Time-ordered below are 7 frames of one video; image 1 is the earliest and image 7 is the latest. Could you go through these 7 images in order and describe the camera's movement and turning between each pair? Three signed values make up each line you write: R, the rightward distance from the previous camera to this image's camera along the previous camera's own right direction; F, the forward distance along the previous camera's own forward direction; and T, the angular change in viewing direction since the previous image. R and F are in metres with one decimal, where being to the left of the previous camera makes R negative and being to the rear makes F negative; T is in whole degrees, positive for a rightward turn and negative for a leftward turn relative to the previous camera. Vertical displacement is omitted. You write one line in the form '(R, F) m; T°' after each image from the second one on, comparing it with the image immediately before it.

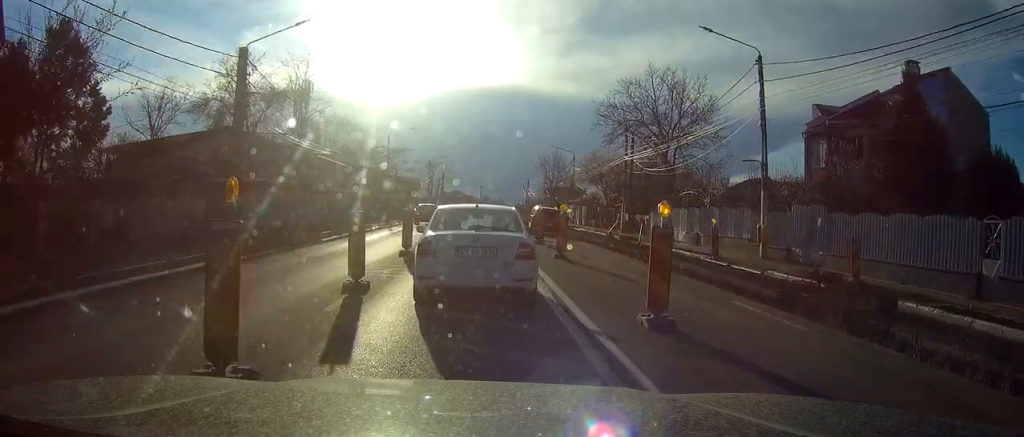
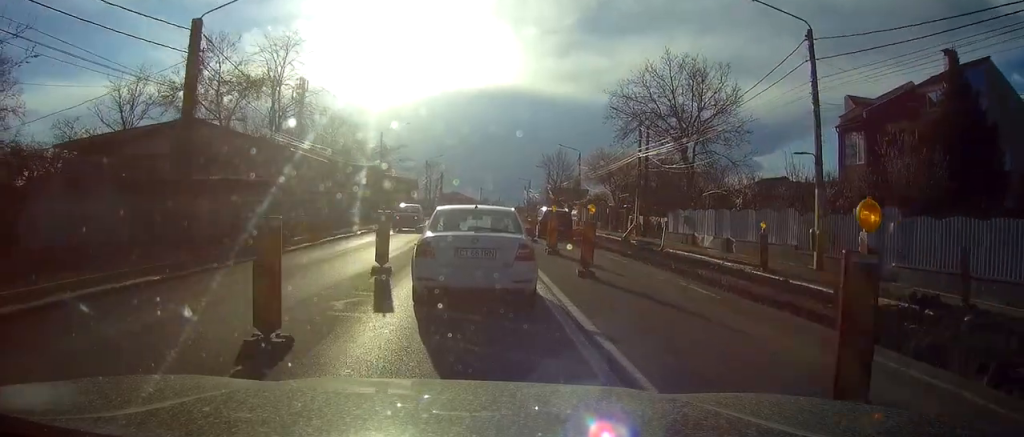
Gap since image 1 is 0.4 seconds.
(0.0, +5.0) m; 0°
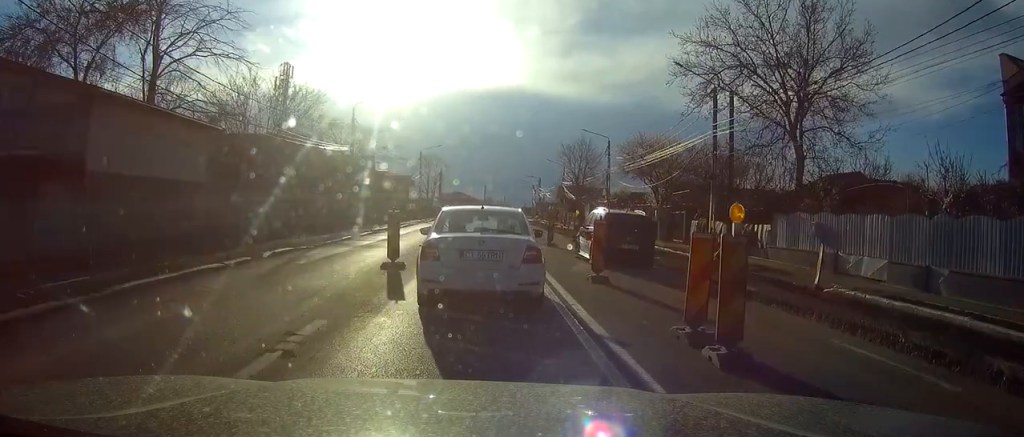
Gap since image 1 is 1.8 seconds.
(-0.1, +16.2) m; -1°
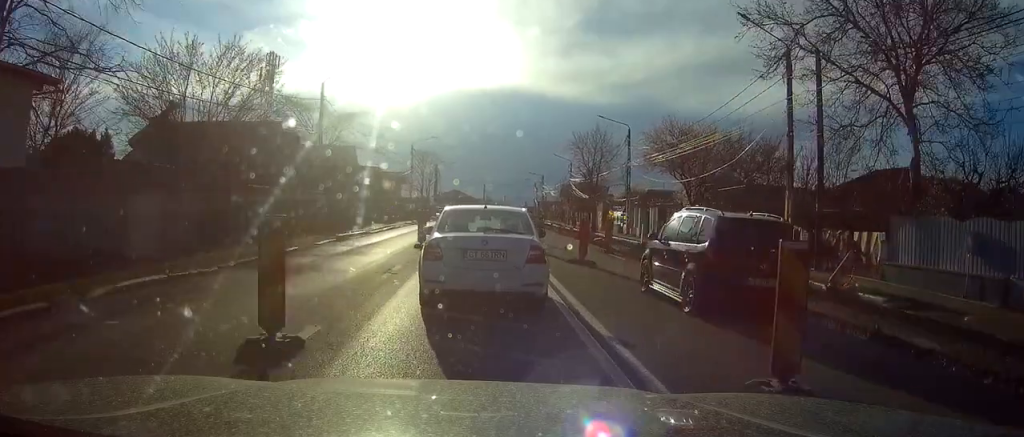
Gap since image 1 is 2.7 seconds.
(0.0, +9.6) m; 0°
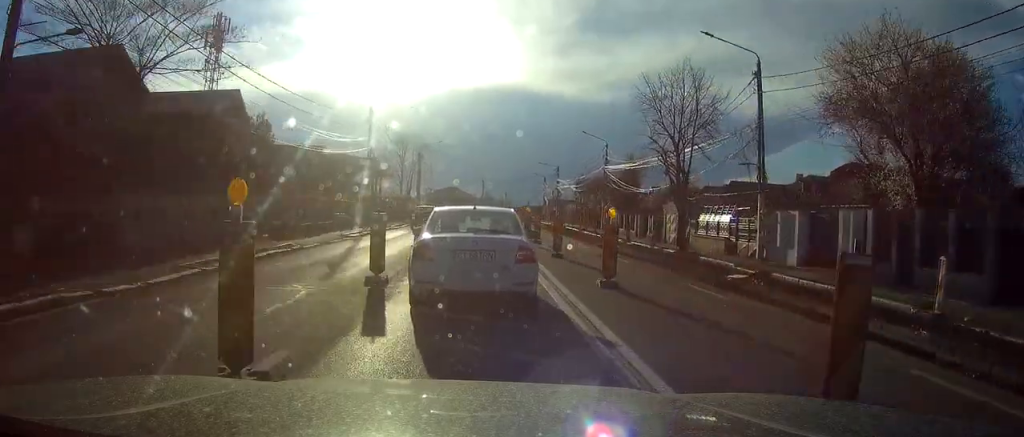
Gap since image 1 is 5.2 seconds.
(-0.1, +28.2) m; 0°
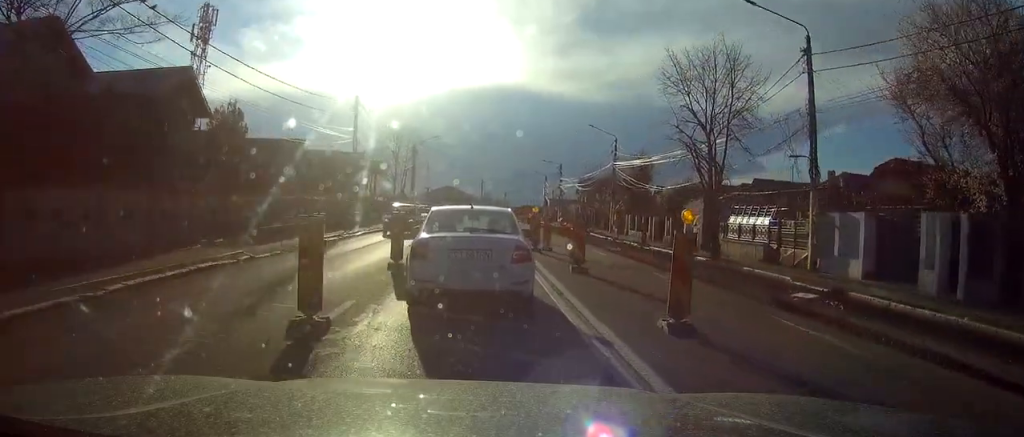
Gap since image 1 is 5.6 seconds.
(0.0, +5.2) m; 0°
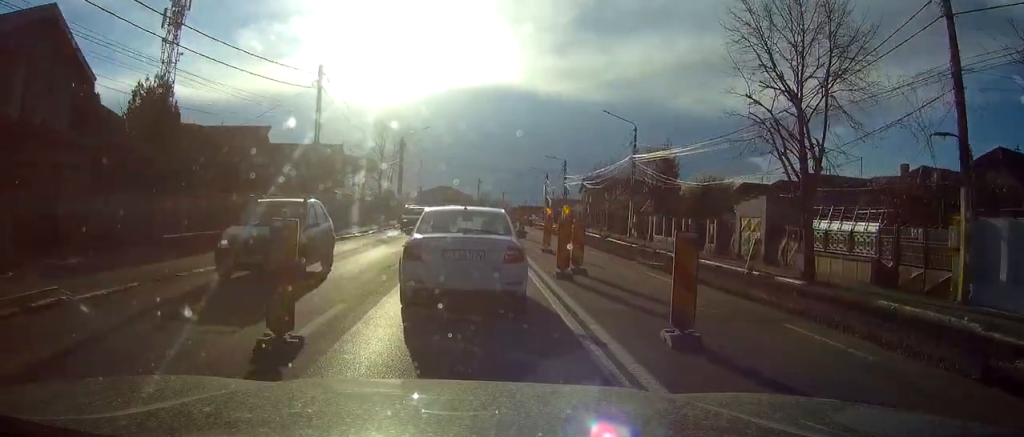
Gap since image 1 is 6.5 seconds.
(+0.1, +9.3) m; +1°
